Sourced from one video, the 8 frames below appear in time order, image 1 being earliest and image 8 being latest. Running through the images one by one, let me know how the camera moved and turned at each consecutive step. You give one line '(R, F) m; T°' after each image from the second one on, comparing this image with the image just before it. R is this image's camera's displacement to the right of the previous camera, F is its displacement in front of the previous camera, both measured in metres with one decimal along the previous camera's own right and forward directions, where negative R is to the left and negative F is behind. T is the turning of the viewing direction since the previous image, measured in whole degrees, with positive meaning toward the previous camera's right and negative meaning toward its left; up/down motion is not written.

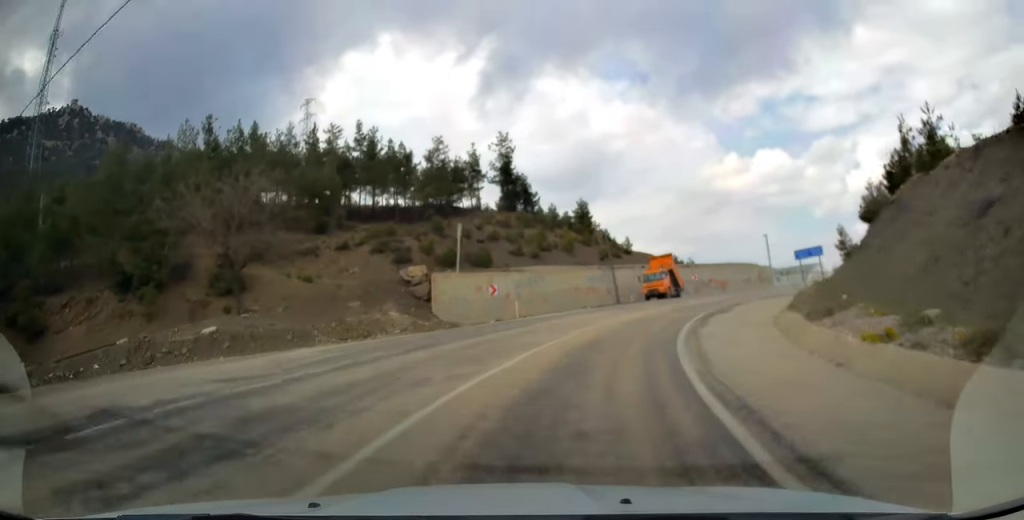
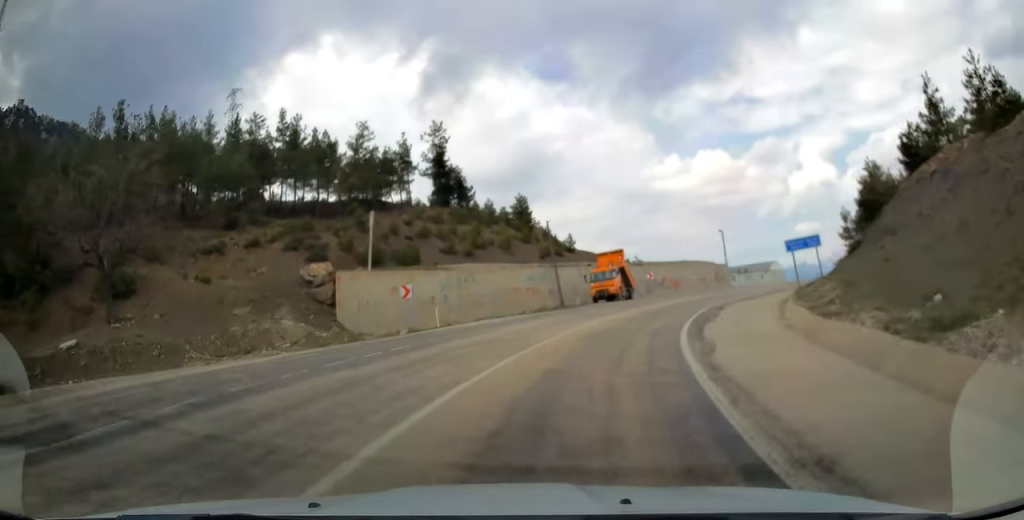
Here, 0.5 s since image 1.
(+0.4, +7.2) m; +6°
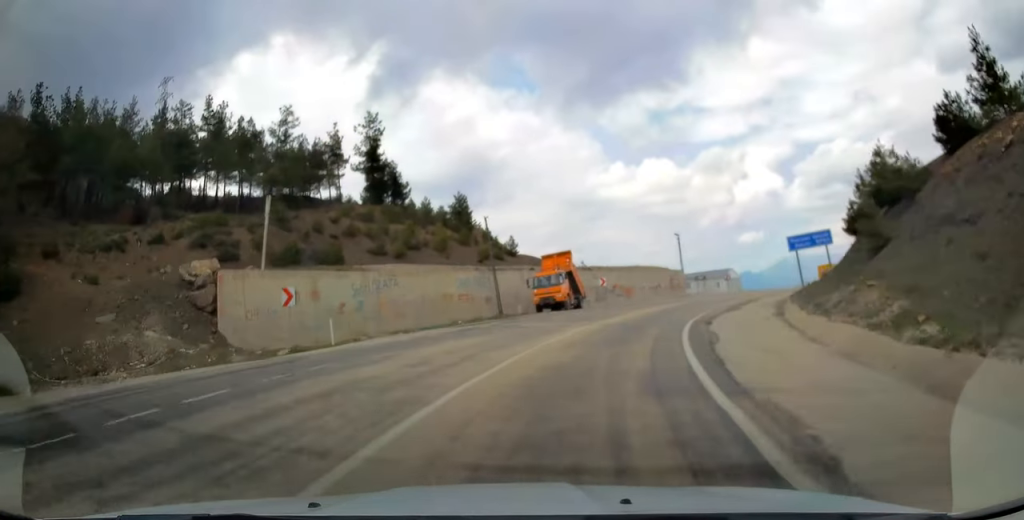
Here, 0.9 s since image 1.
(+0.3, +6.6) m; +6°
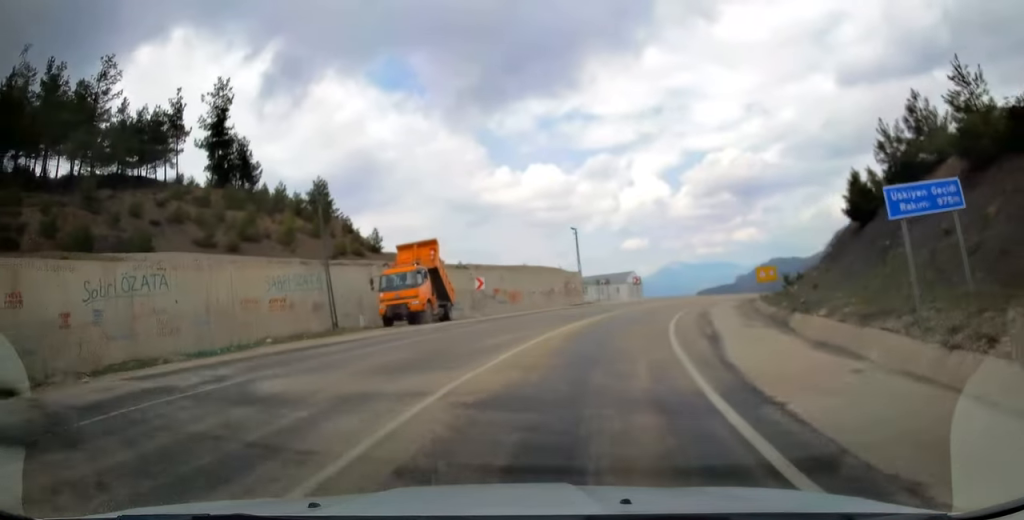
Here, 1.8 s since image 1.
(+1.5, +13.2) m; +11°
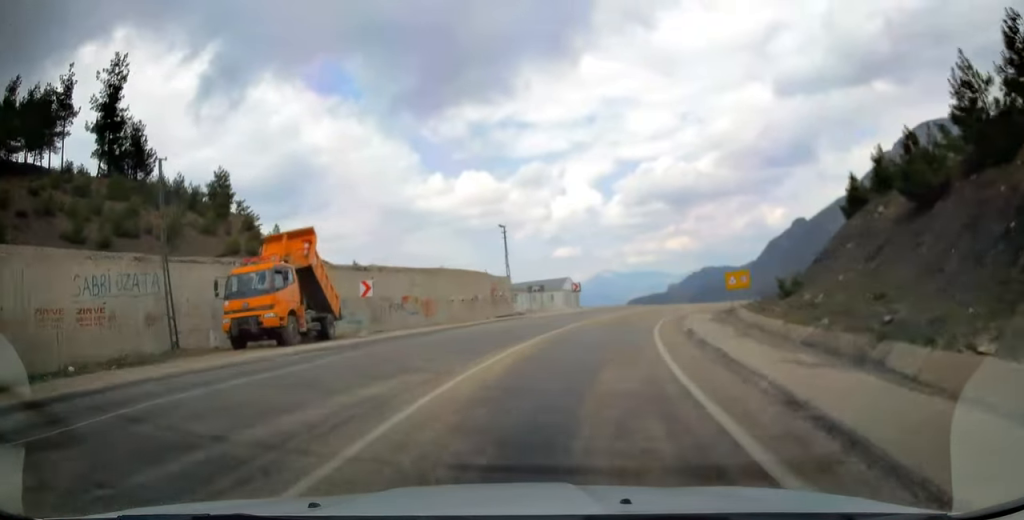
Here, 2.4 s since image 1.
(+0.5, +9.3) m; +6°
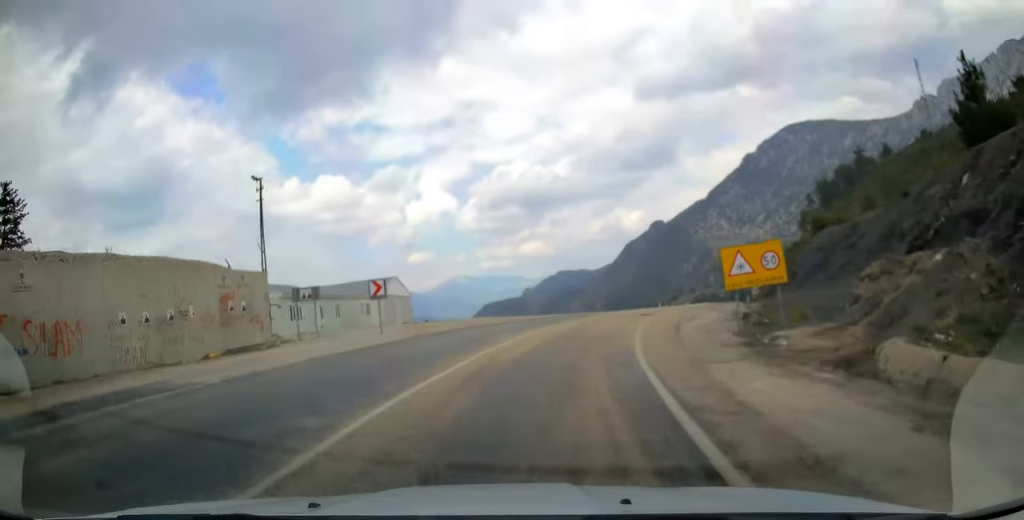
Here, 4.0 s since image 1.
(+2.4, +25.3) m; +11°
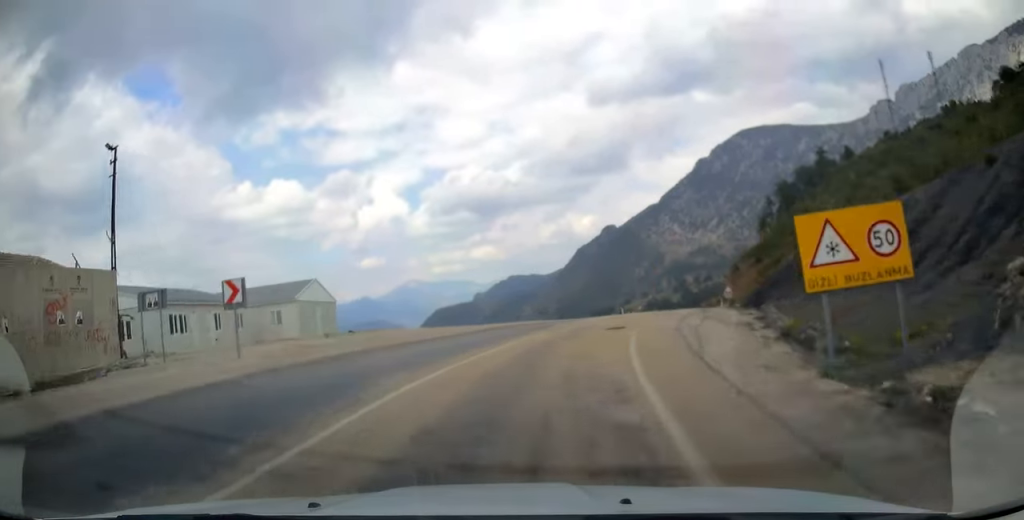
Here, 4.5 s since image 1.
(+0.3, +8.0) m; +4°
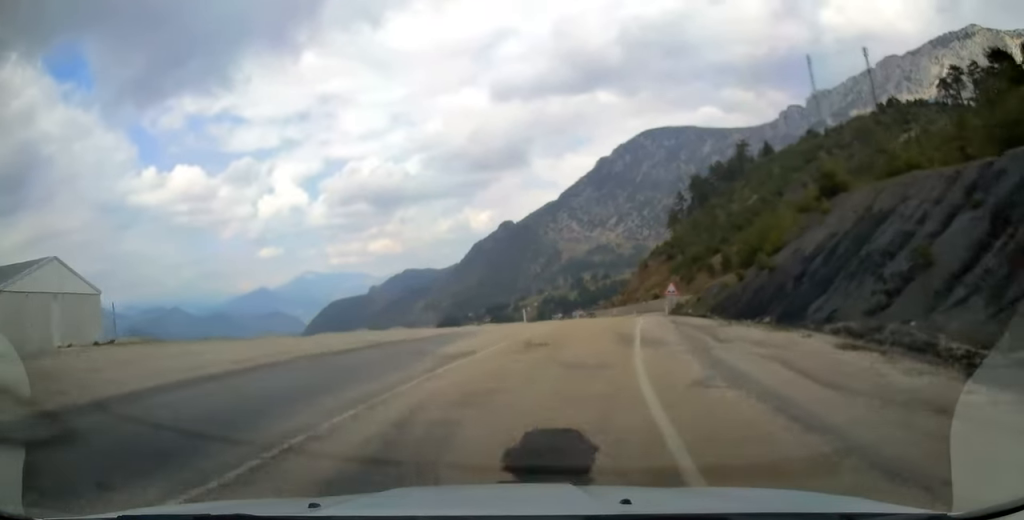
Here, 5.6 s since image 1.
(+1.8, +18.7) m; +10°
